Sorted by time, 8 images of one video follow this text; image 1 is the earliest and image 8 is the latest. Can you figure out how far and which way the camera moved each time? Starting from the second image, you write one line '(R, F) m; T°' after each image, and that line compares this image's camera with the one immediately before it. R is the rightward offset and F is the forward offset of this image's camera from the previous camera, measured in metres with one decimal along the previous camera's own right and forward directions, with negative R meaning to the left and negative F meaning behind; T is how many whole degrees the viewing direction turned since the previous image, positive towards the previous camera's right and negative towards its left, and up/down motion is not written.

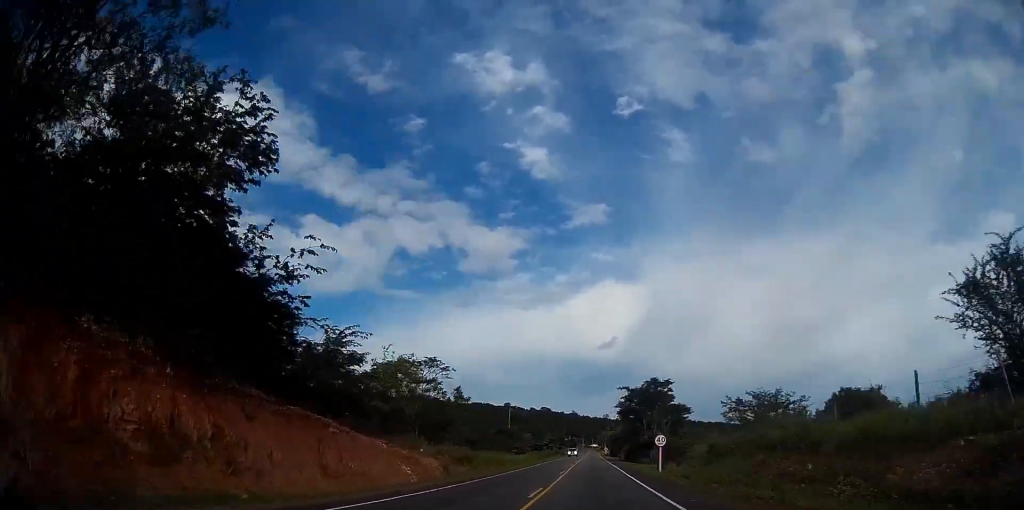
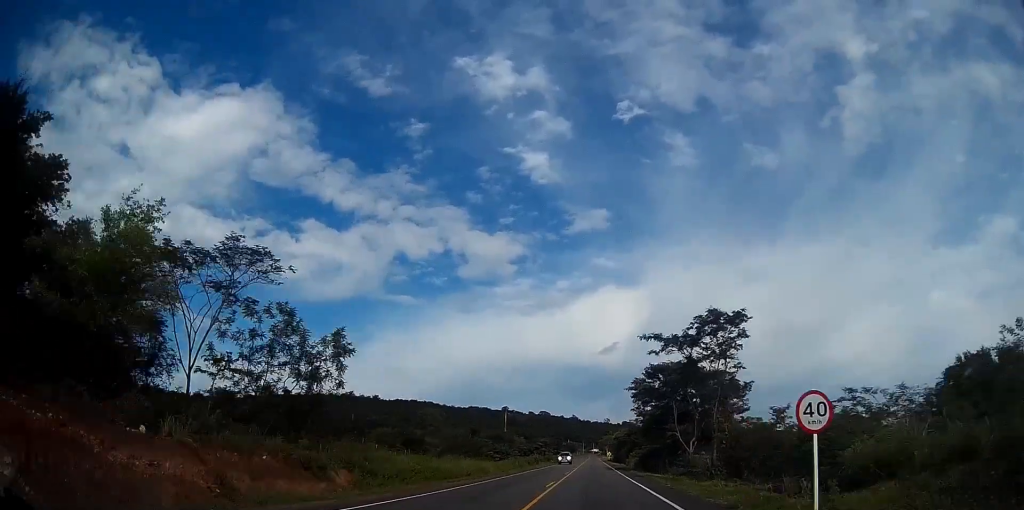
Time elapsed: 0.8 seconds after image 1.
(-0.2, +26.4) m; 0°
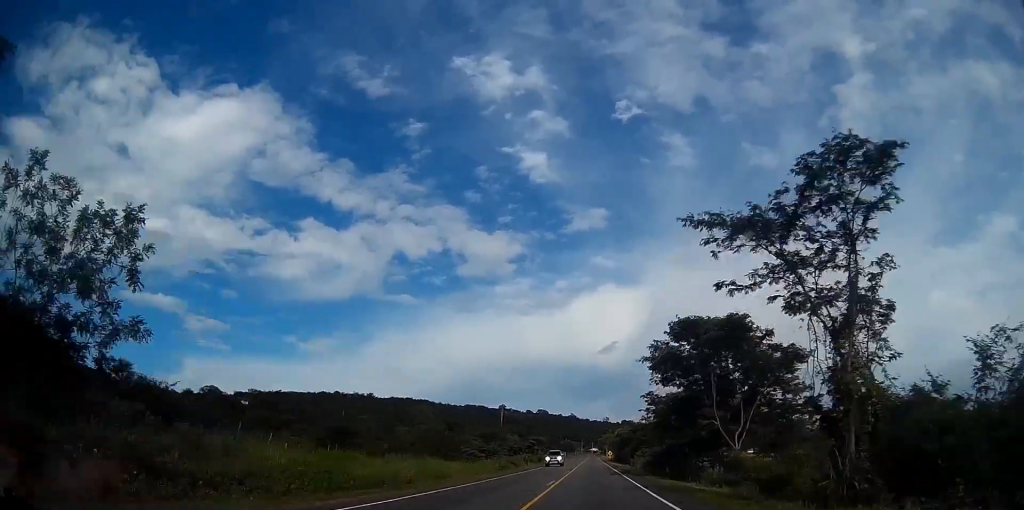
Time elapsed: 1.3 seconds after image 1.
(-0.1, +13.8) m; 0°
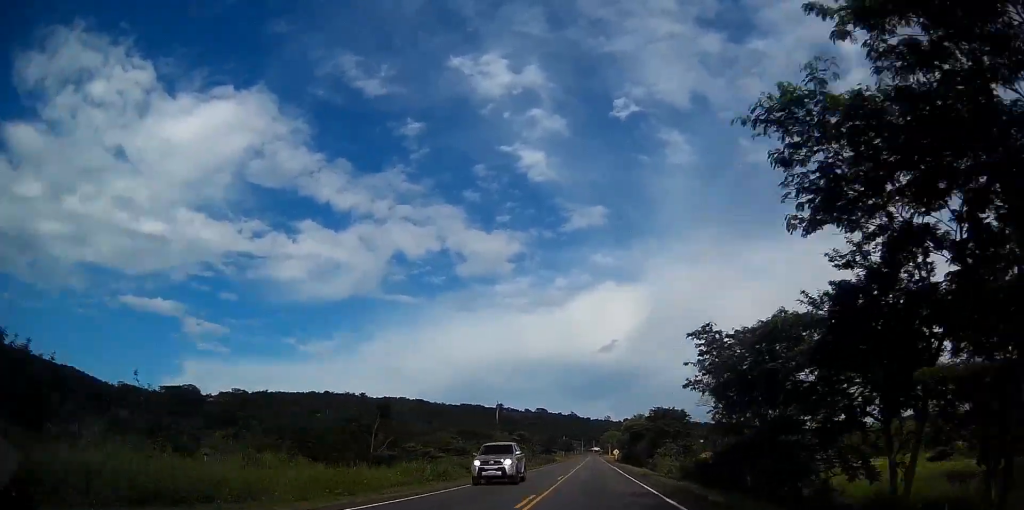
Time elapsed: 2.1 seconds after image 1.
(0.0, +26.4) m; 0°
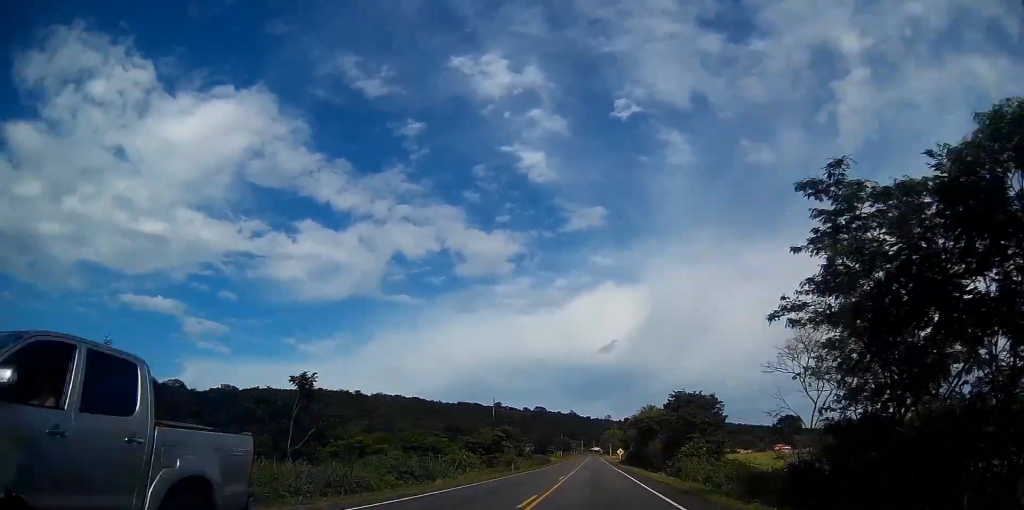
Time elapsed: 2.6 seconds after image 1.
(0.0, +16.2) m; 0°
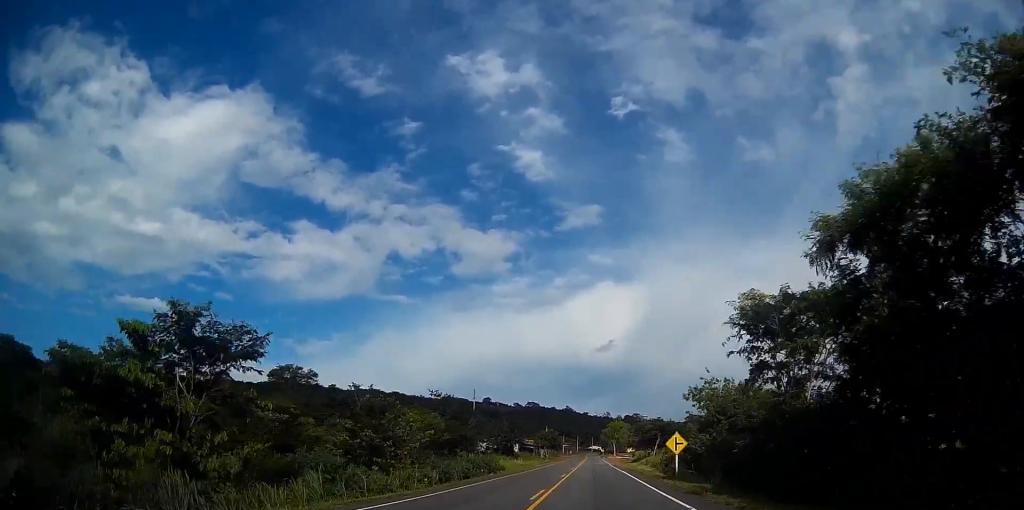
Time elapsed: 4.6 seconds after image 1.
(+0.4, +61.0) m; +1°
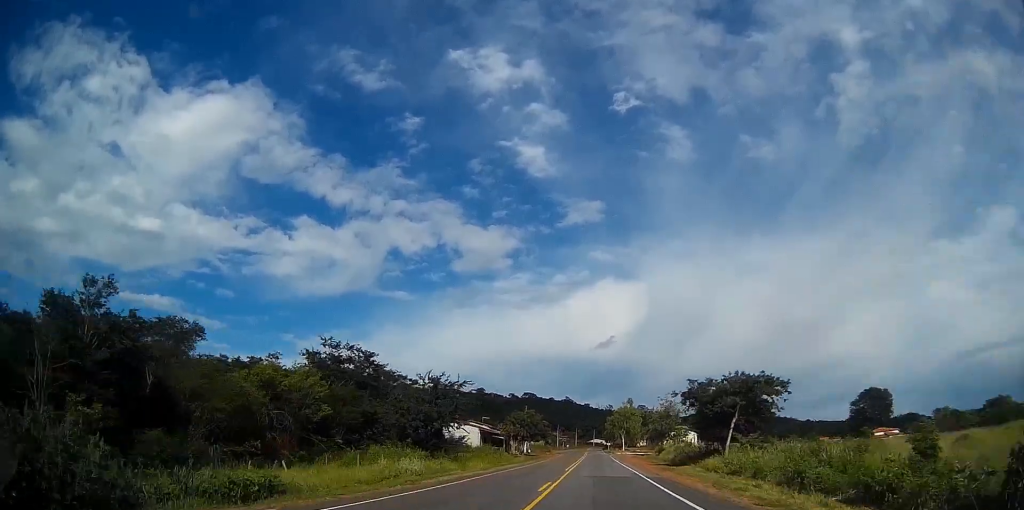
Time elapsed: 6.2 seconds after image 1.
(+0.3, +45.6) m; 0°
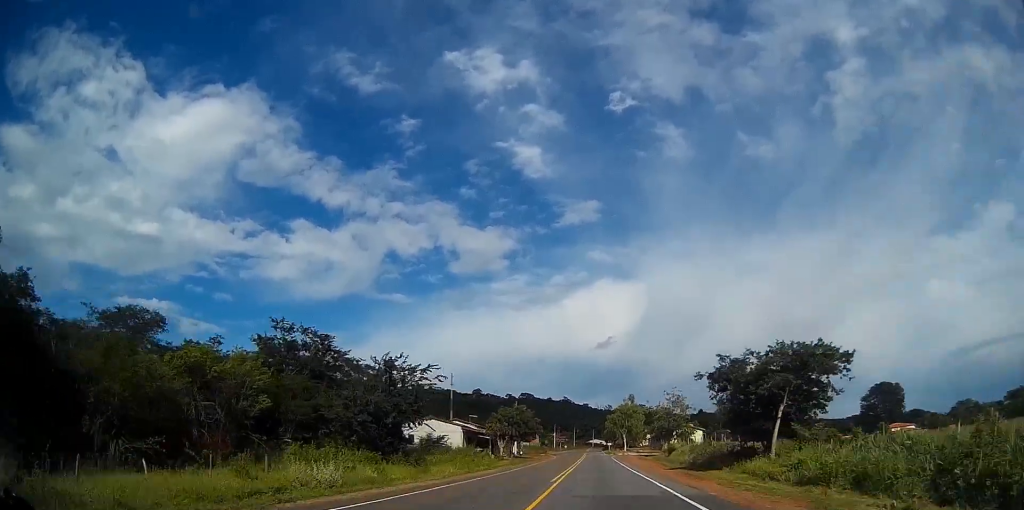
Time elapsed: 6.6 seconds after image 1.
(0.0, +10.7) m; 0°
